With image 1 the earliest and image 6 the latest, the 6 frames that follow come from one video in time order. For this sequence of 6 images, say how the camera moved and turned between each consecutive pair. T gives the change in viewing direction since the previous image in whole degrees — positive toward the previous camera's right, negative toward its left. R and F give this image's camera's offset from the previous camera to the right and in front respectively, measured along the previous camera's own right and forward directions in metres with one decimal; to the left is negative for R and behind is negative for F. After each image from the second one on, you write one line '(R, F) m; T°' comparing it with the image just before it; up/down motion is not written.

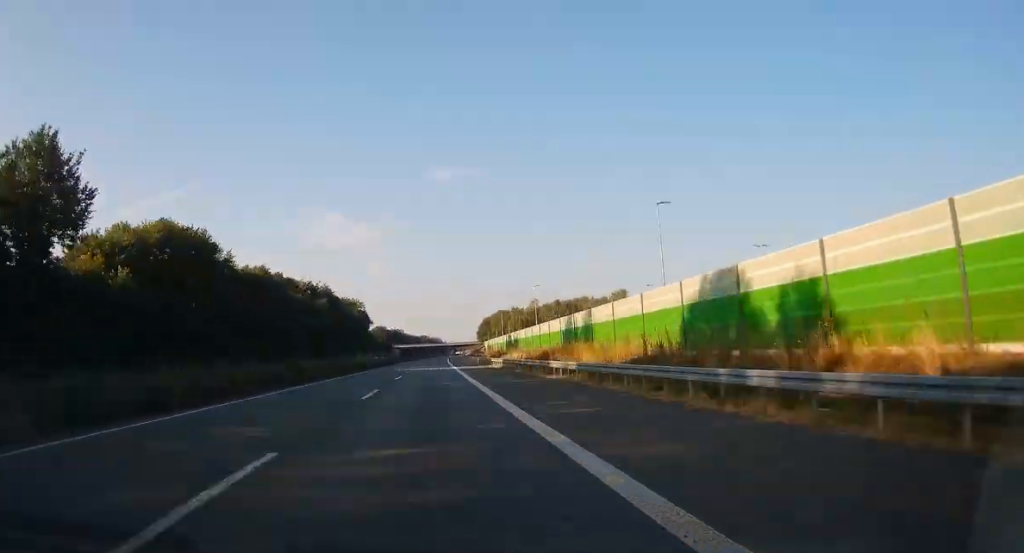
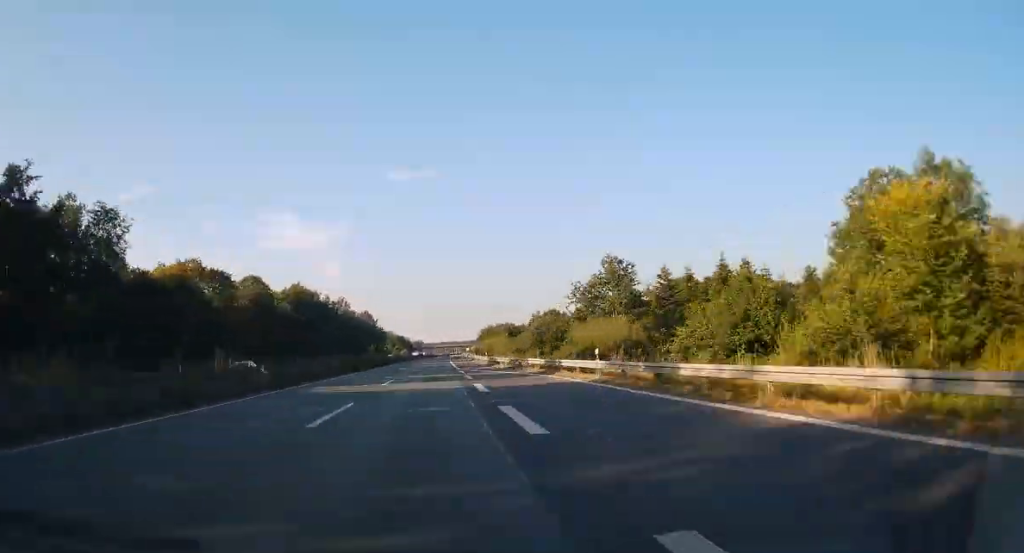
(+14.2, +470.3) m; +4°
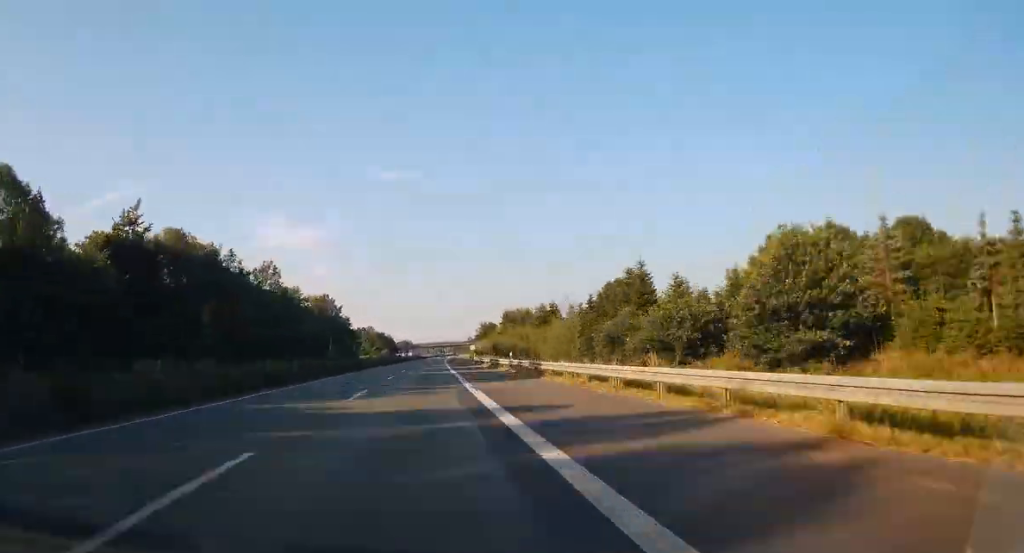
(+1.3, +81.4) m; +1°
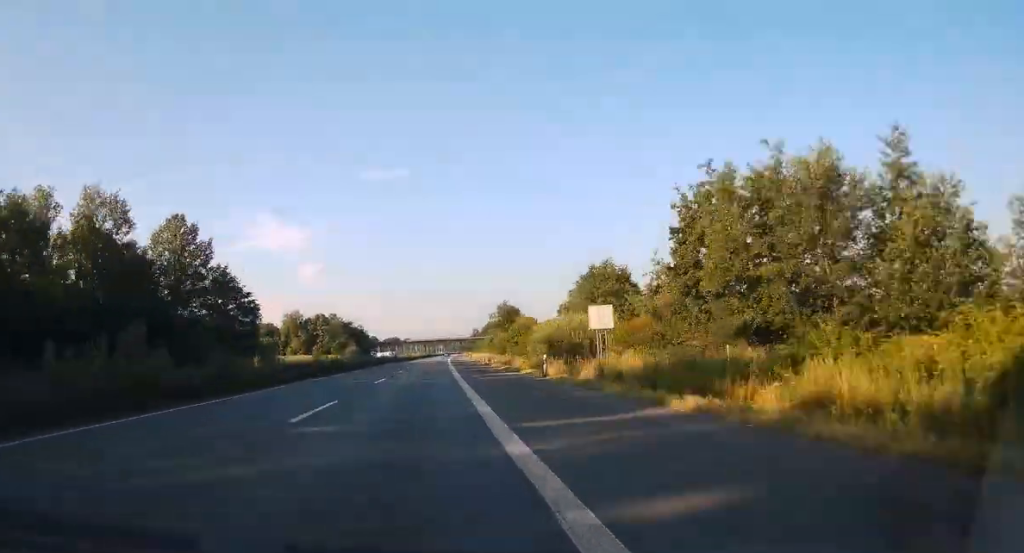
(+0.7, +112.8) m; +1°
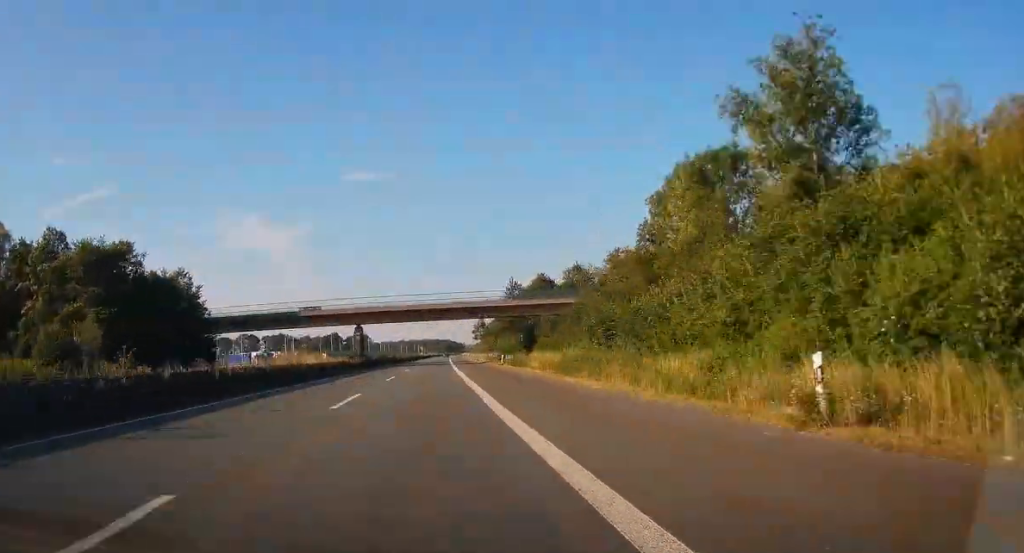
(+1.8, +175.5) m; +1°
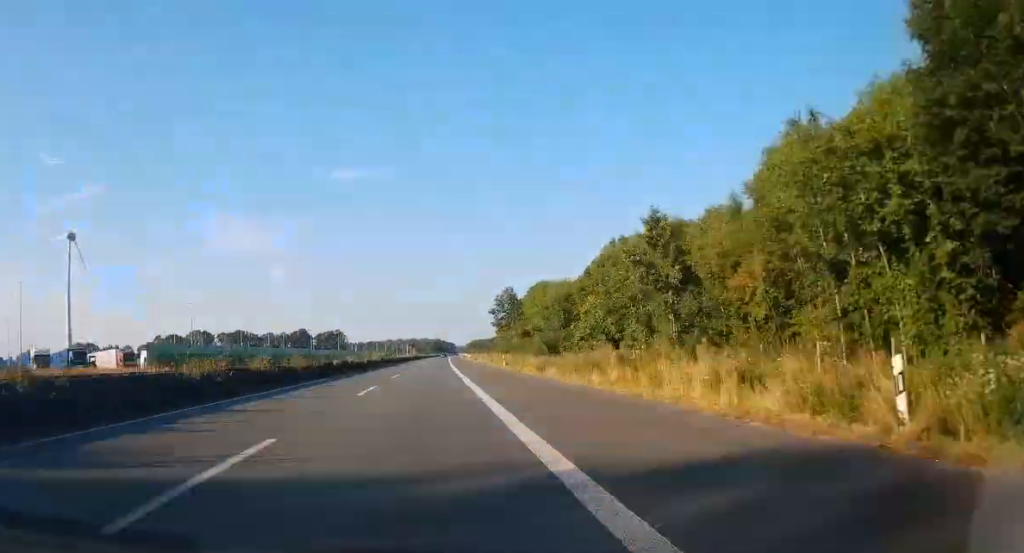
(+0.9, +100.3) m; +1°
